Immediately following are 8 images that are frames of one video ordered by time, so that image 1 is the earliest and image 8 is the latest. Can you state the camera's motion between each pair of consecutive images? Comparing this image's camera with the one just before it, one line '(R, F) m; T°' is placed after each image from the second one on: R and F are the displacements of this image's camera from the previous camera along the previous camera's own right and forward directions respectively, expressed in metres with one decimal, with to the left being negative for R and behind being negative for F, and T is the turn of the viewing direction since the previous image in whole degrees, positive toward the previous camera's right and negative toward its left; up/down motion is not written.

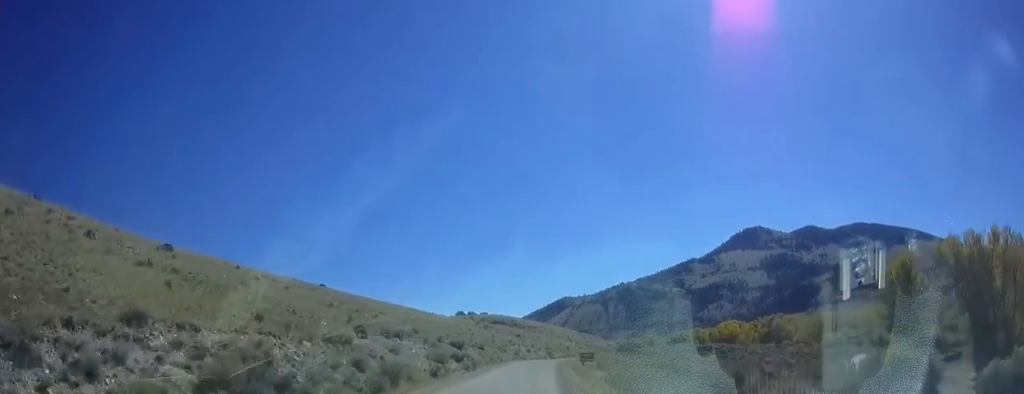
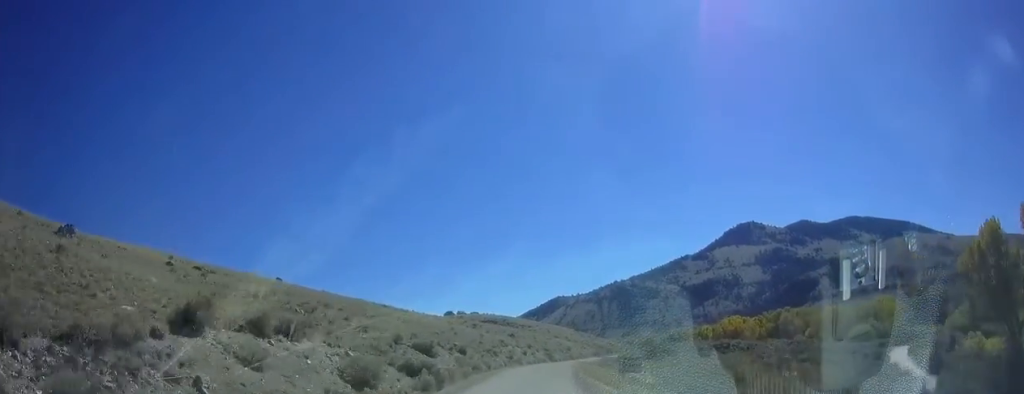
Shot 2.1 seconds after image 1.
(0.0, +18.3) m; +1°
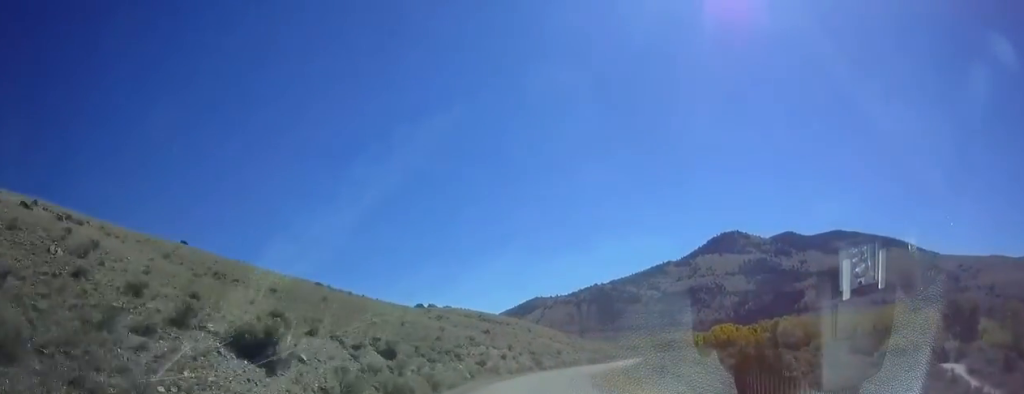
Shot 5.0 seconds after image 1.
(+0.7, +27.8) m; +5°
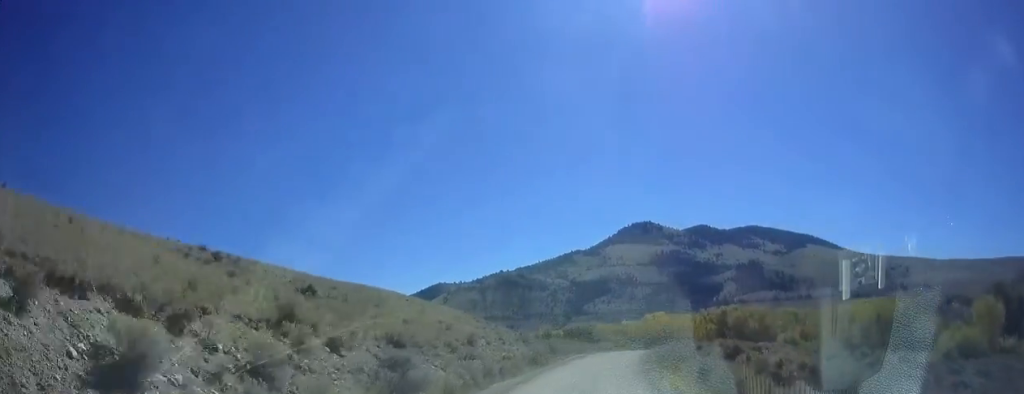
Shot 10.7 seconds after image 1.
(+8.0, +59.8) m; +14°
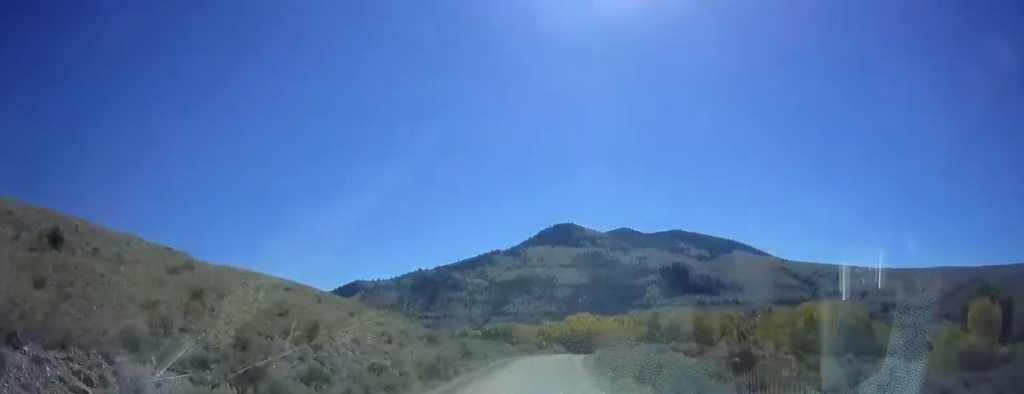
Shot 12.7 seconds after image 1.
(+0.4, +10.9) m; +3°
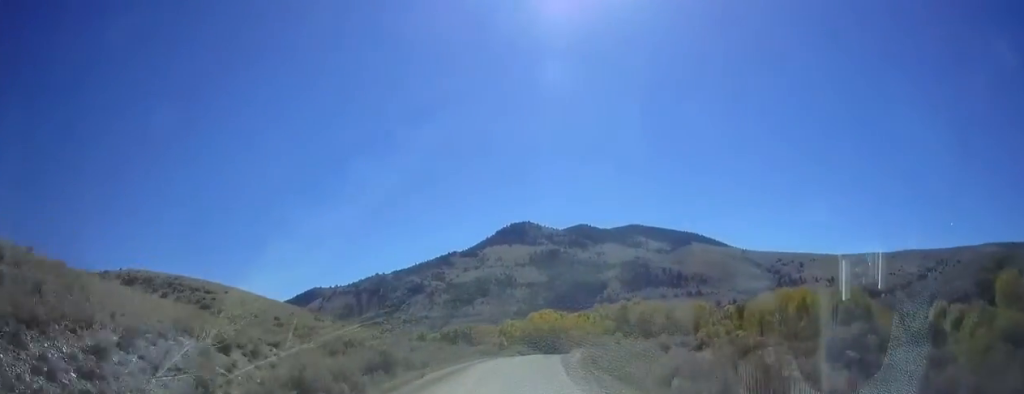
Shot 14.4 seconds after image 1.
(+0.2, +10.9) m; +2°
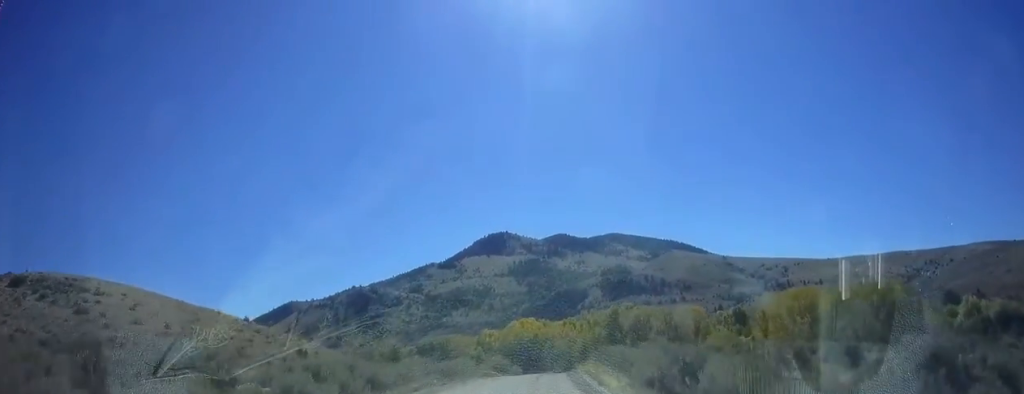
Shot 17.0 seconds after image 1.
(+0.4, +17.5) m; +2°
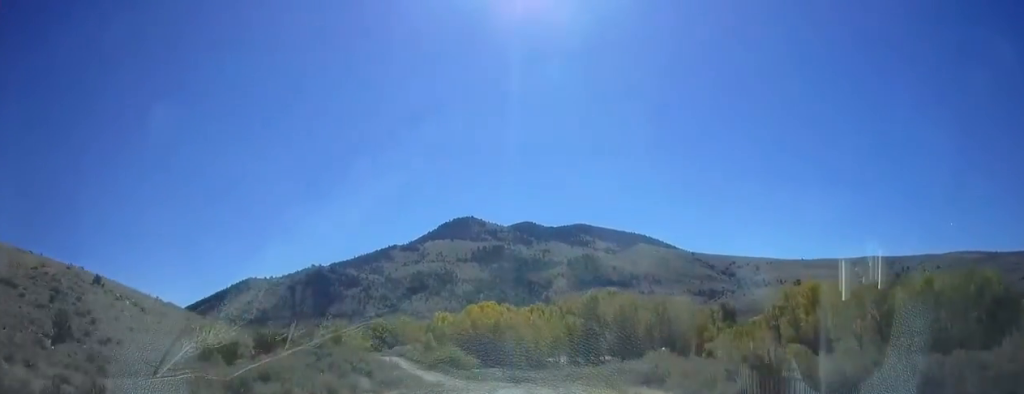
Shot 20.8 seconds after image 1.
(+0.2, +26.4) m; 0°
